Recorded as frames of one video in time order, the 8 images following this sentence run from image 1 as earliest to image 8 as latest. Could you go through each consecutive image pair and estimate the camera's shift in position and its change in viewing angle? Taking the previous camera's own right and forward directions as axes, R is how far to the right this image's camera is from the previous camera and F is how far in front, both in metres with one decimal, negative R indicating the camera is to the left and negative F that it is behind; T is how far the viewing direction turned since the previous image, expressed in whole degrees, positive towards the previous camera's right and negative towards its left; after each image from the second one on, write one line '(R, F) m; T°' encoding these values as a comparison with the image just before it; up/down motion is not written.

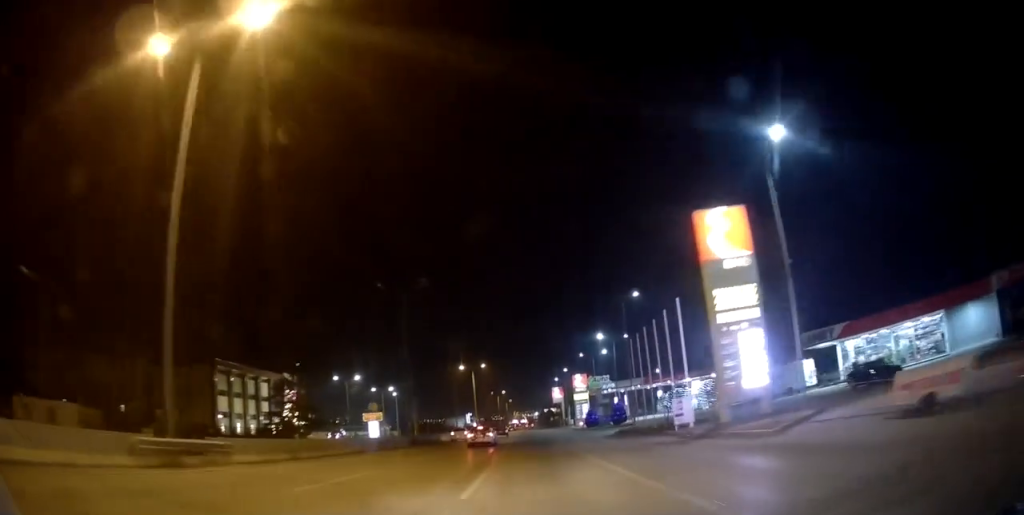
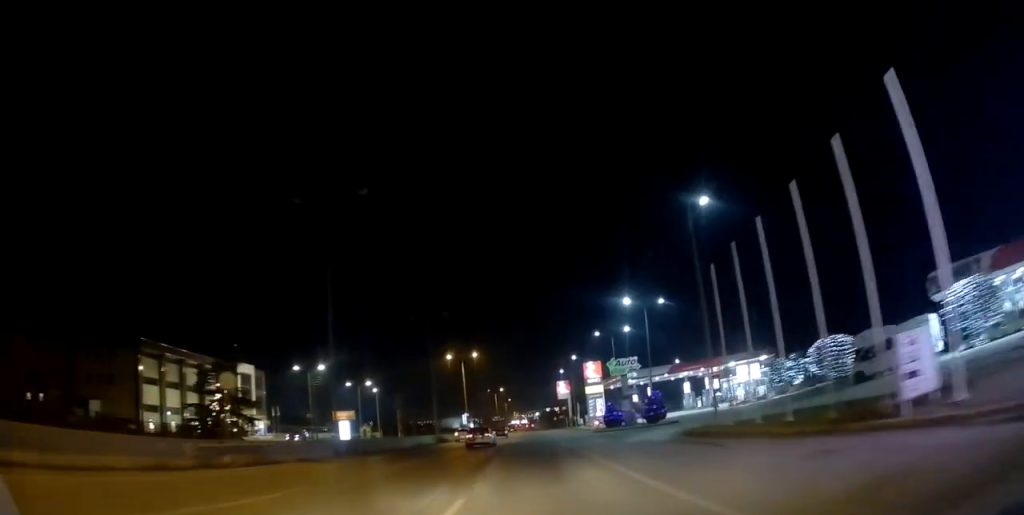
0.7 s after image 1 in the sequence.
(-0.1, +16.9) m; 0°
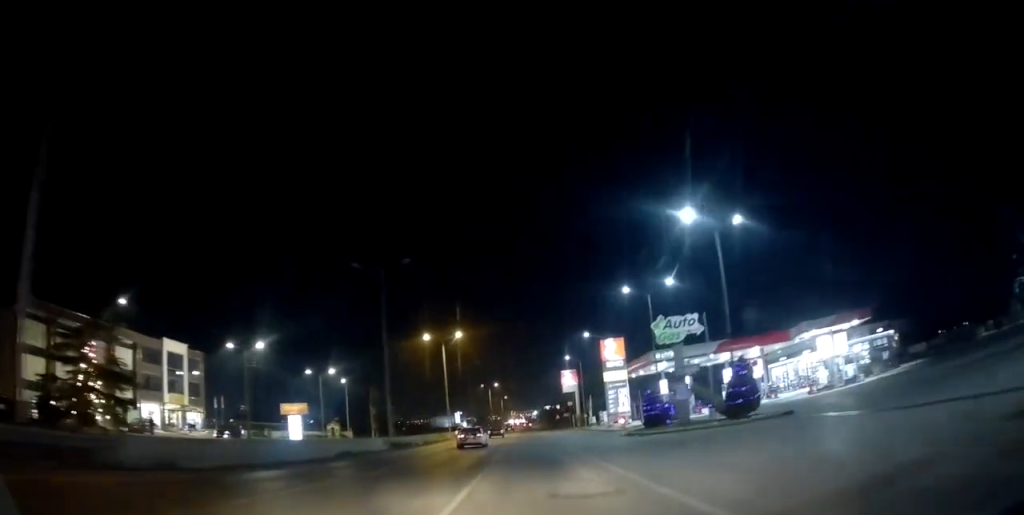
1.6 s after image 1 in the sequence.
(+0.1, +18.0) m; 0°
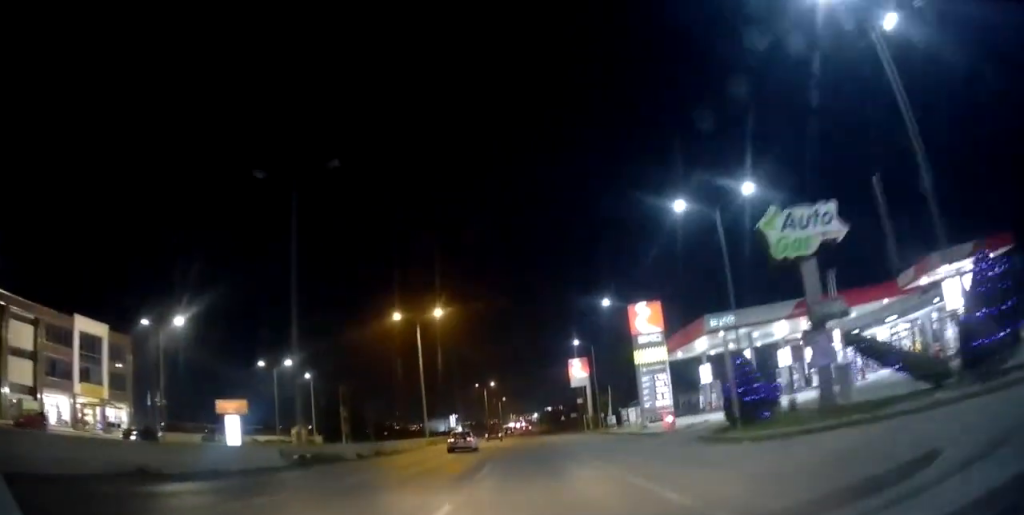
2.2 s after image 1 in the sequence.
(+0.1, +14.2) m; 0°
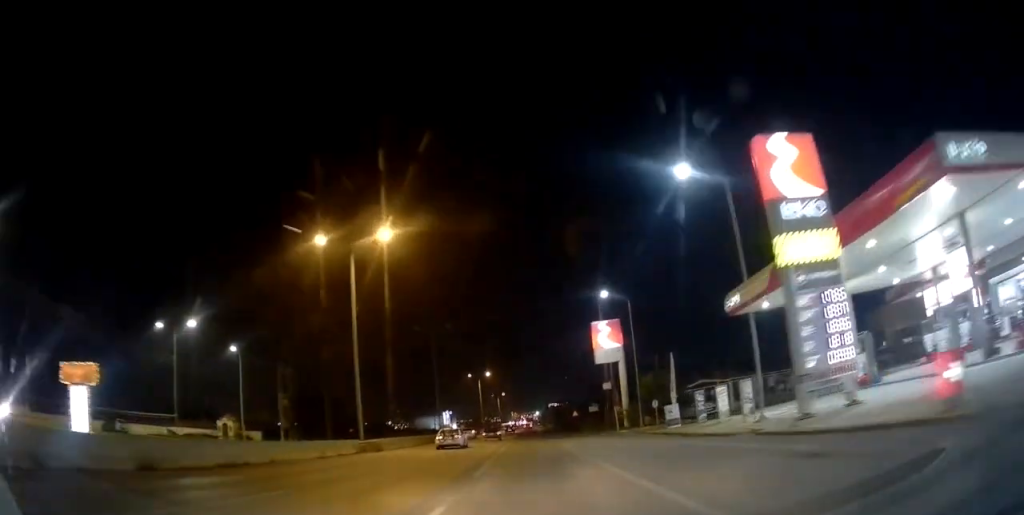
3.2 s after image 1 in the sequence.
(0.0, +18.8) m; 0°
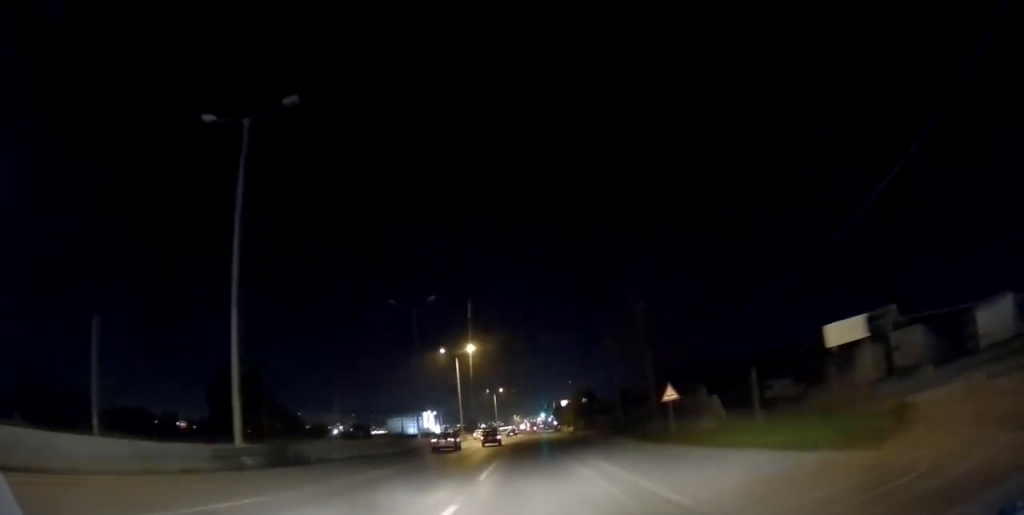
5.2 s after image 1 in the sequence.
(-0.8, +41.3) m; -1°
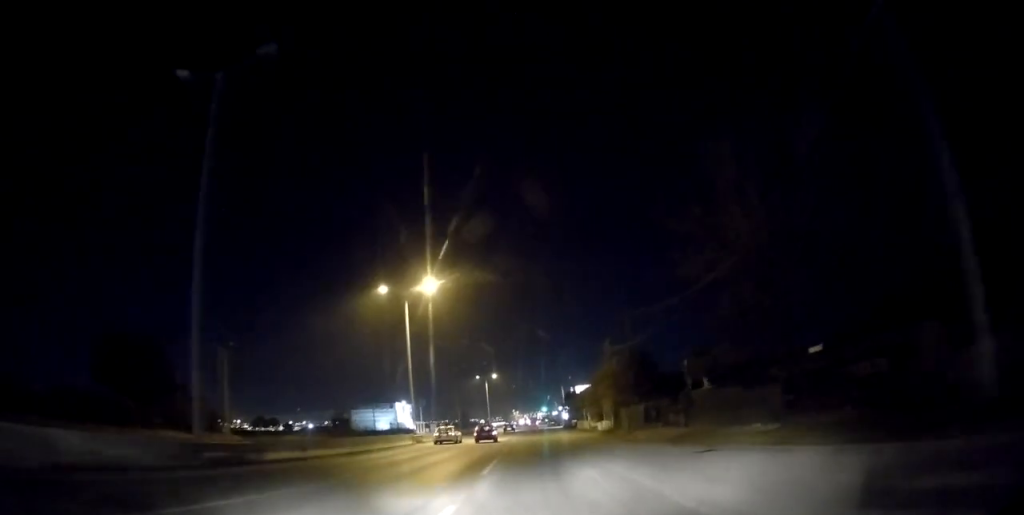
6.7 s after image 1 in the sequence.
(+0.3, +32.9) m; +1°
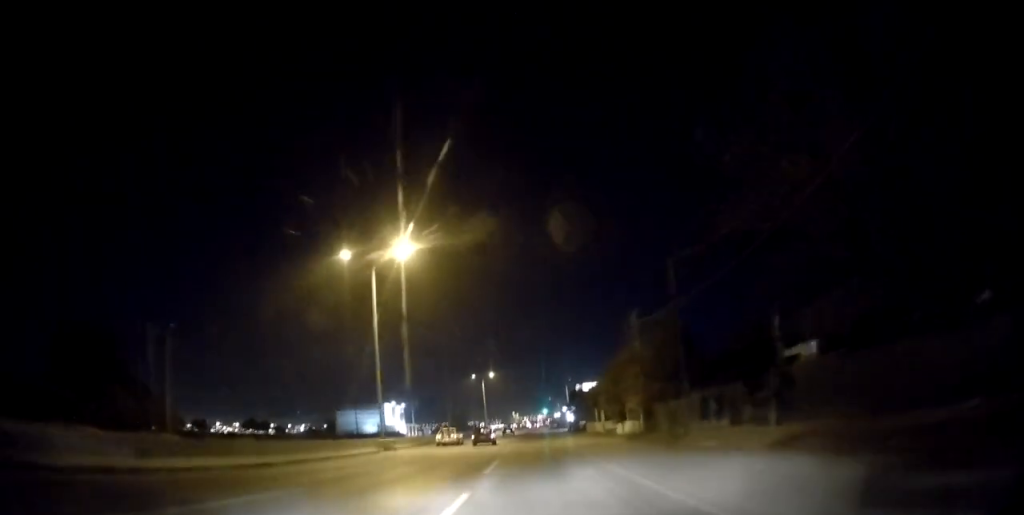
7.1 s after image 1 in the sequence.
(0.0, +10.3) m; 0°
